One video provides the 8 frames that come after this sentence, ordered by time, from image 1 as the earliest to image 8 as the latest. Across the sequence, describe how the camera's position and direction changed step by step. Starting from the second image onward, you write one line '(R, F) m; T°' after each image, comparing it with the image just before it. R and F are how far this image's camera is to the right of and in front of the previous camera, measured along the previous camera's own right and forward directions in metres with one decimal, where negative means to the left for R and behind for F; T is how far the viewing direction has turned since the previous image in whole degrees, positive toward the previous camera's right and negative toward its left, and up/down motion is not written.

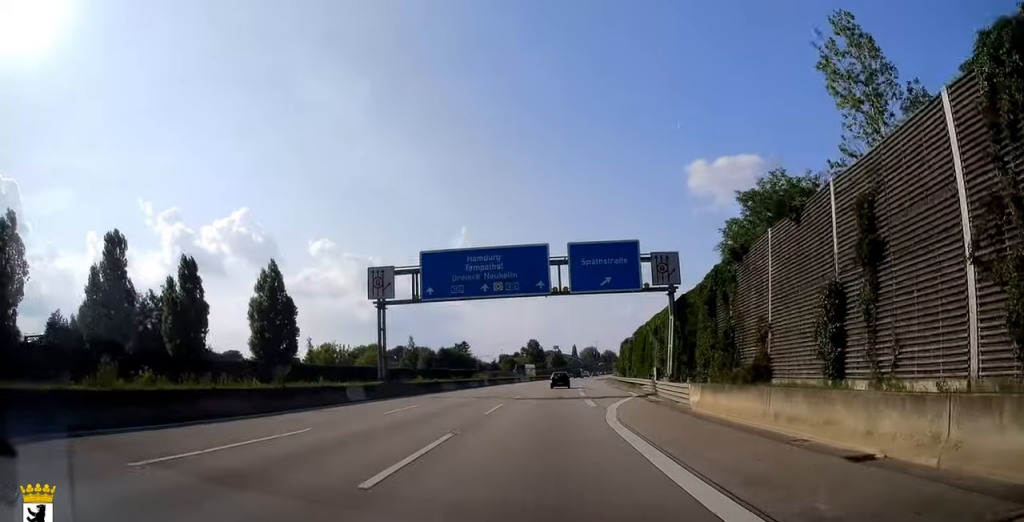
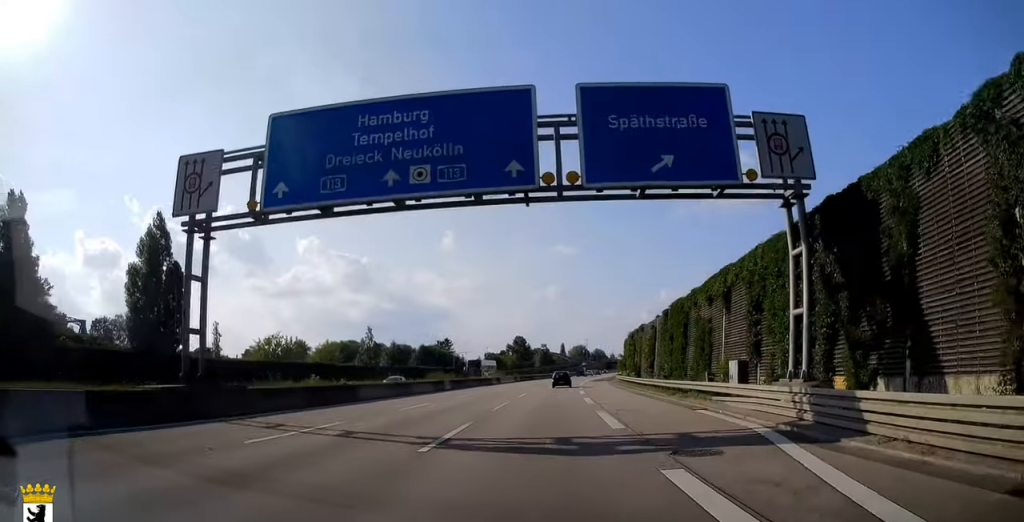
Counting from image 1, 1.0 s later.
(+0.4, +20.3) m; +1°
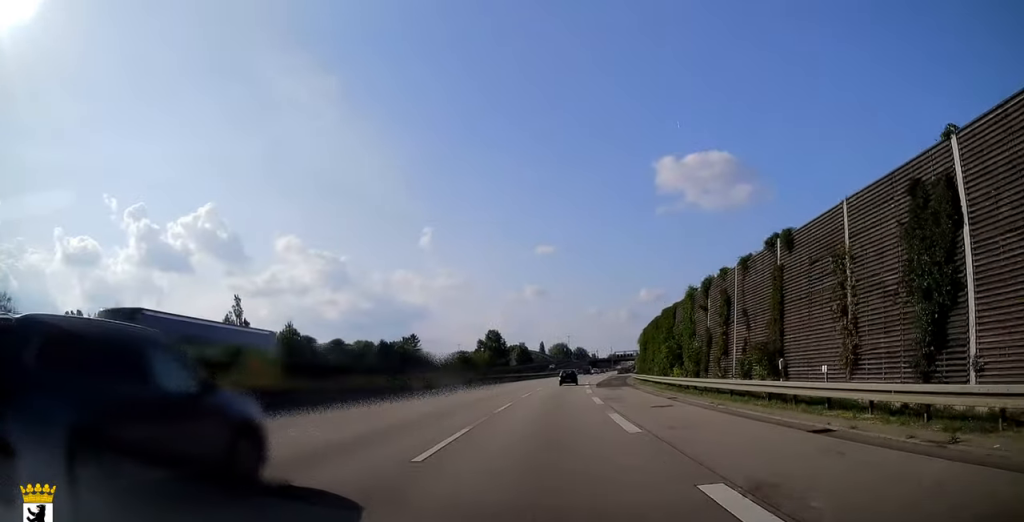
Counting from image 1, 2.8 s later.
(+0.5, +37.3) m; +2°
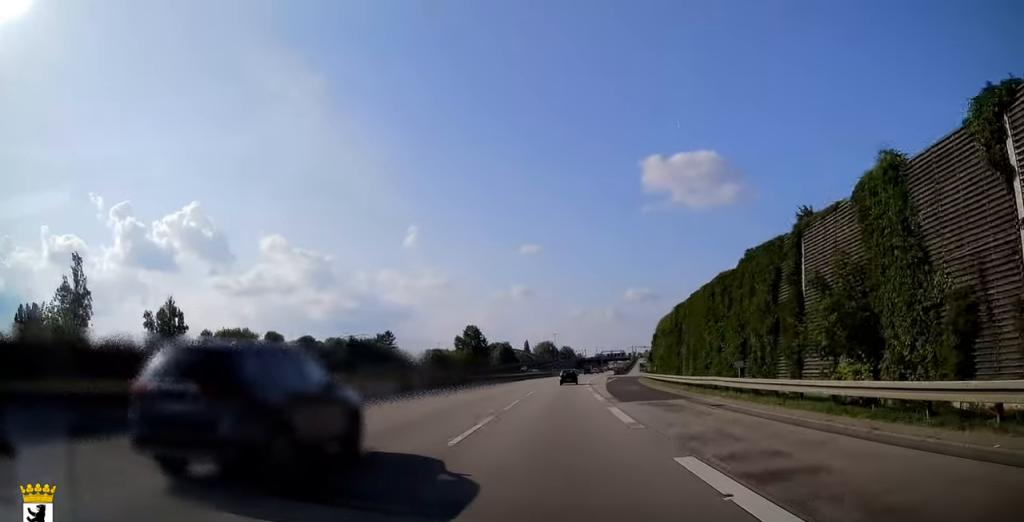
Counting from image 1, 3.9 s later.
(+0.4, +21.6) m; +1°
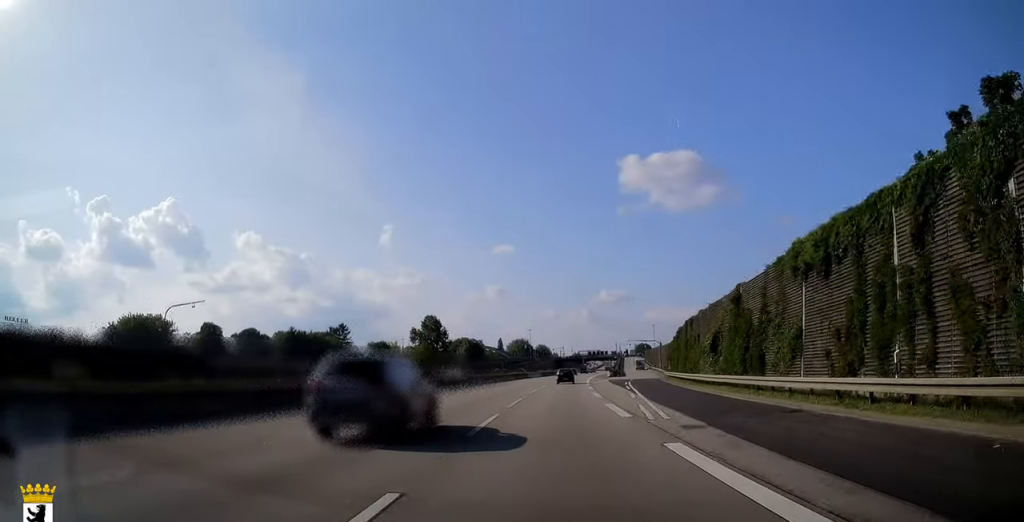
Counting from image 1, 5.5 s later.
(+0.6, +34.1) m; +2°
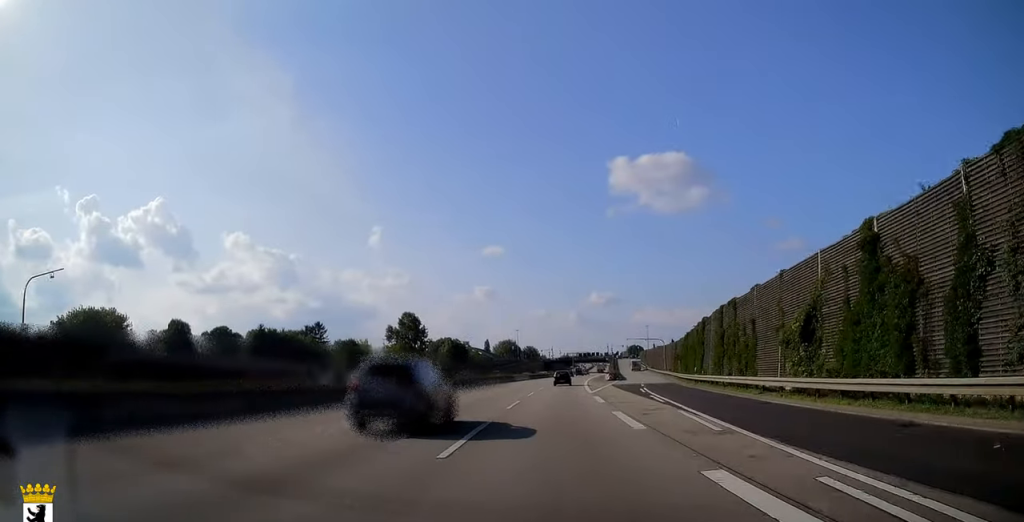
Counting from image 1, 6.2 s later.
(+0.1, +14.7) m; +1°
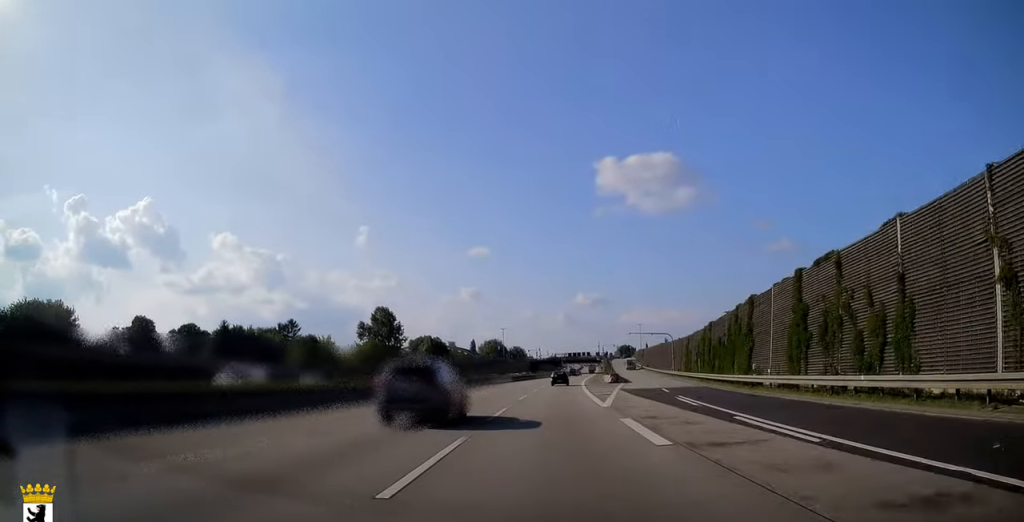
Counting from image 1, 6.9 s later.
(0.0, +15.1) m; +1°
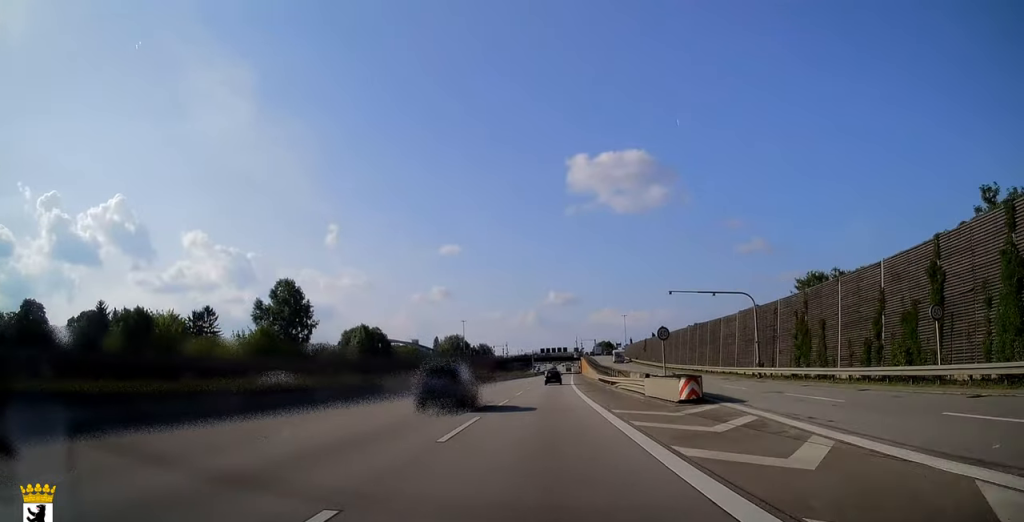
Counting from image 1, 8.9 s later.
(+1.3, +42.4) m; +3°
